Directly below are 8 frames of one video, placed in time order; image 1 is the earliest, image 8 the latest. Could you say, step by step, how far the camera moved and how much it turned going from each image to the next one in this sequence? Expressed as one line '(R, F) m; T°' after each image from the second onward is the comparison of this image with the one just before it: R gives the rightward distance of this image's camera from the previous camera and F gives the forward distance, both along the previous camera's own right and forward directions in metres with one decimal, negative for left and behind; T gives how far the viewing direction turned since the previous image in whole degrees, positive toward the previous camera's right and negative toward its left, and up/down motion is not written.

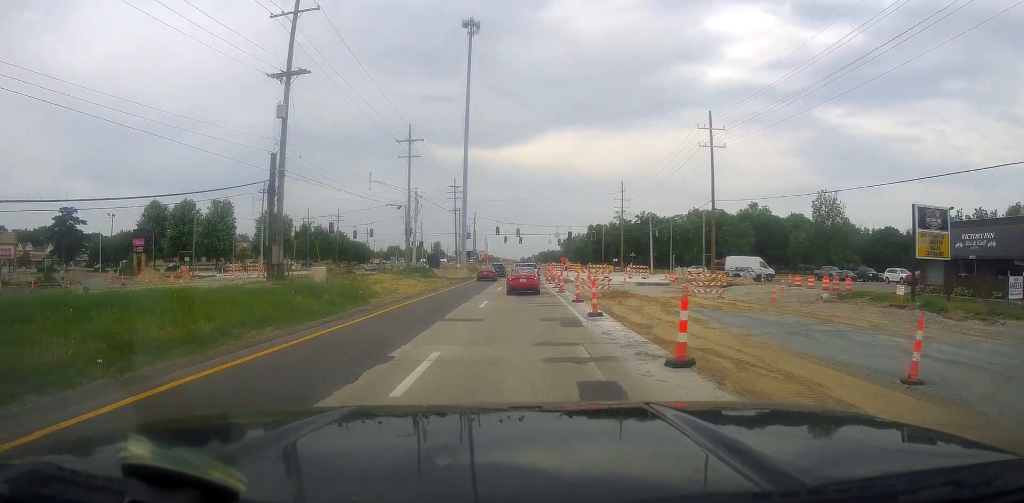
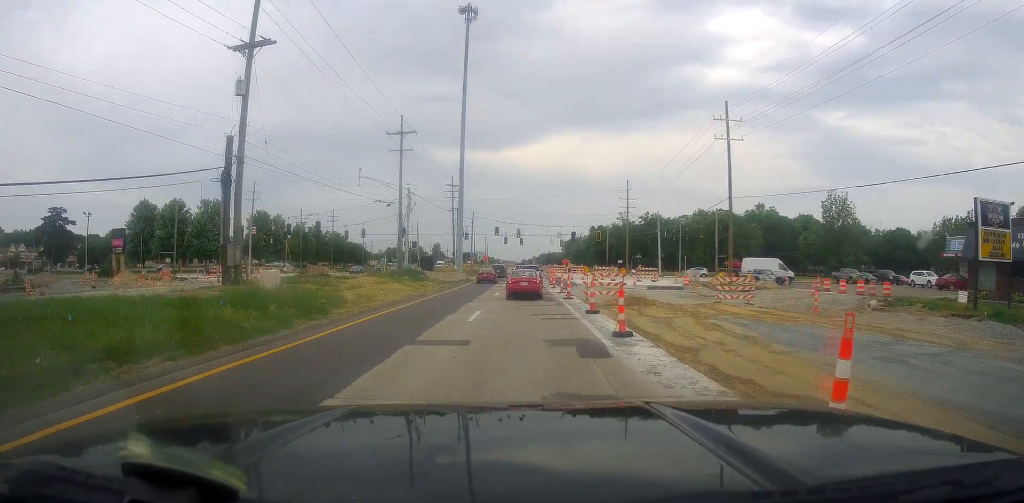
(0.0, +5.0) m; 0°
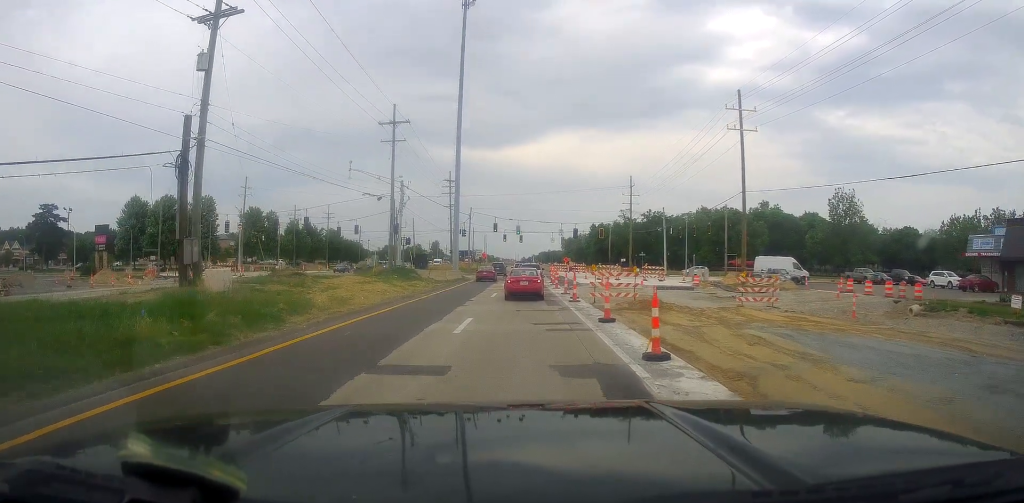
(0.0, +3.6) m; 0°
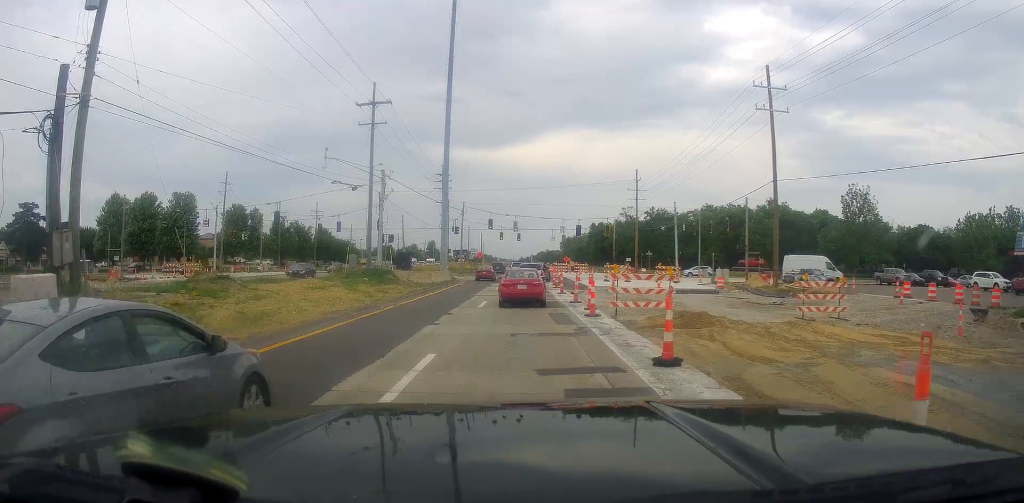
(0.0, +7.1) m; 0°
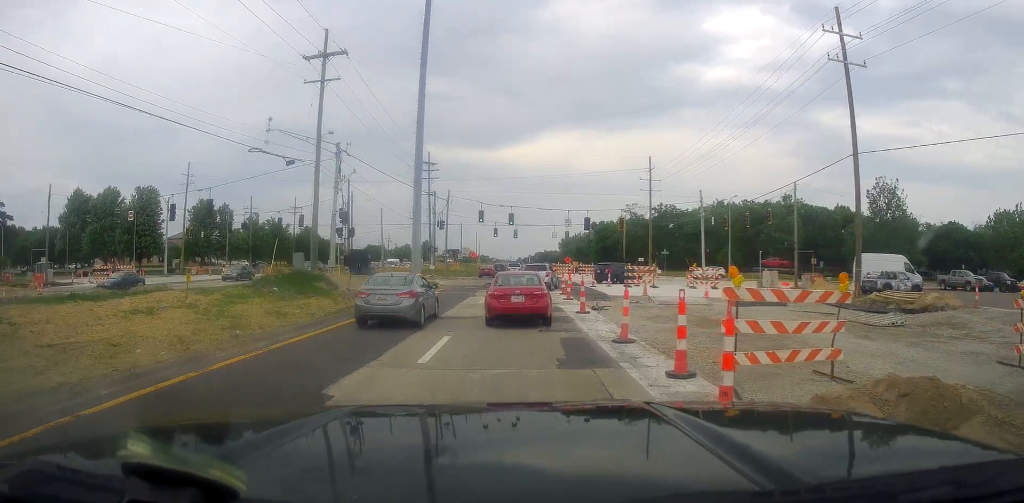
(0.0, +12.3) m; 0°
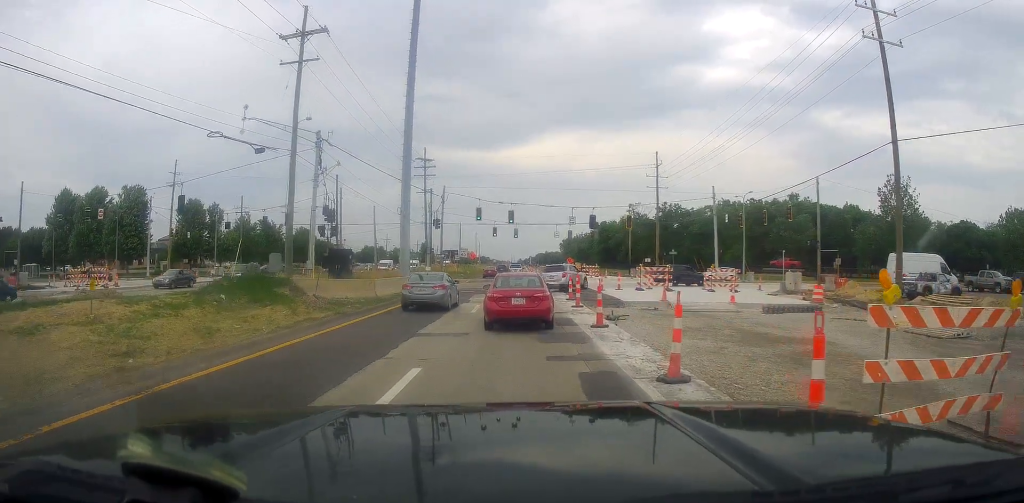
(0.0, +4.3) m; 0°
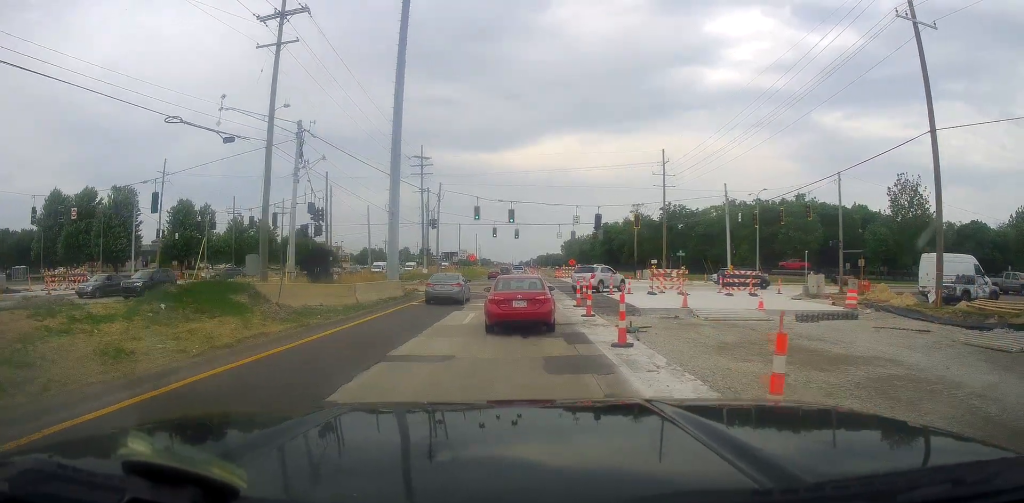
(0.0, +3.5) m; 0°
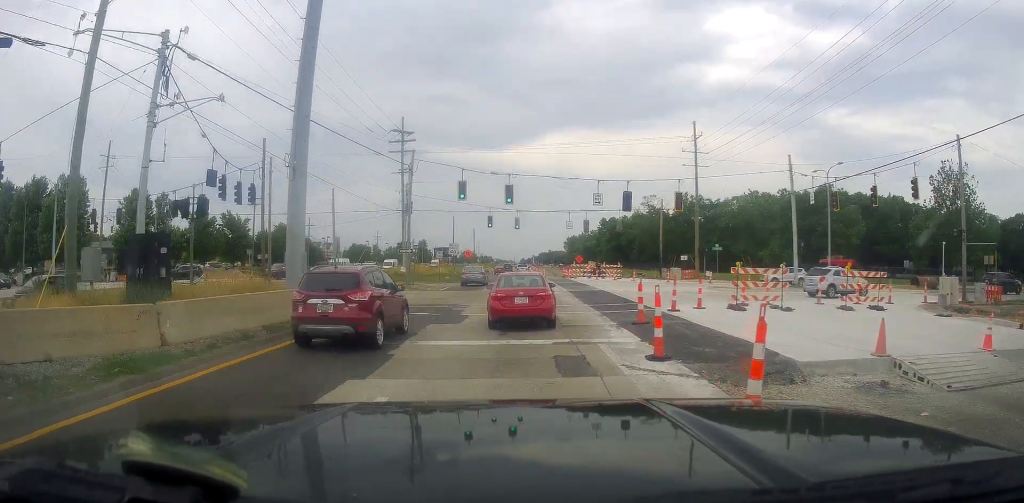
(-0.4, +13.1) m; -6°
